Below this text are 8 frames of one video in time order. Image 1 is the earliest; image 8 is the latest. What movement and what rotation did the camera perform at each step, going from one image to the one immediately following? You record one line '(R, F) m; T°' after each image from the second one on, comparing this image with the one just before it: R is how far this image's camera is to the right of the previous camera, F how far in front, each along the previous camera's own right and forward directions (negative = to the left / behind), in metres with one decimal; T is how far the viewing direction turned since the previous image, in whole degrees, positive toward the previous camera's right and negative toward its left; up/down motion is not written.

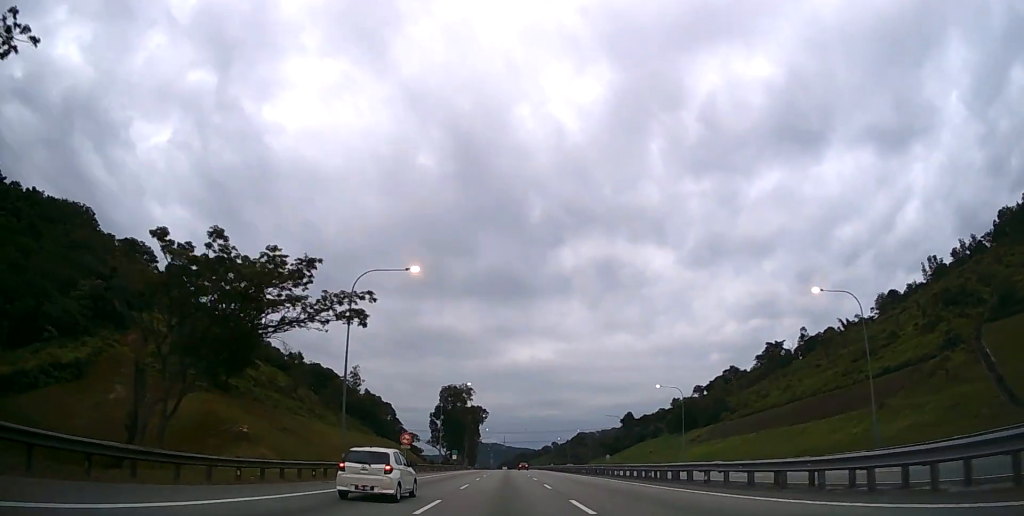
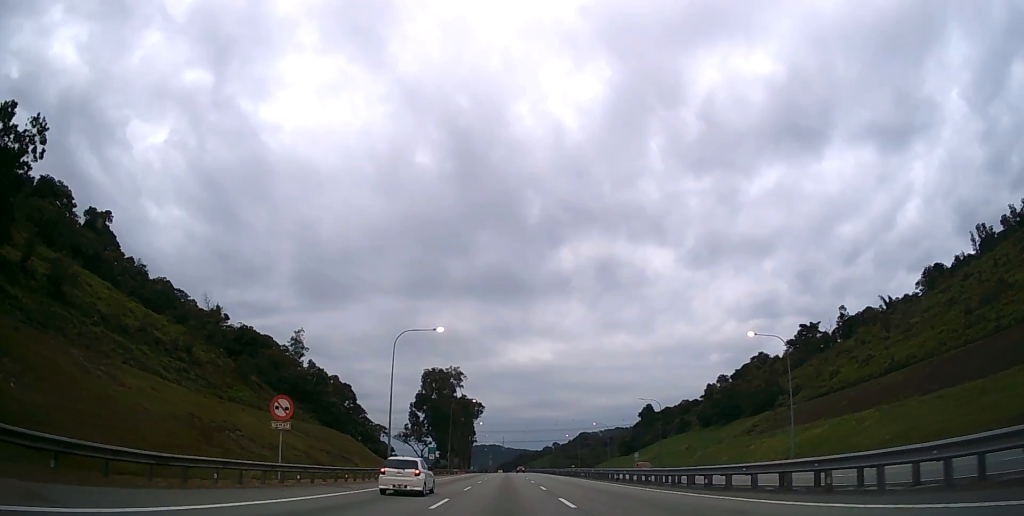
(0.0, +32.3) m; 0°
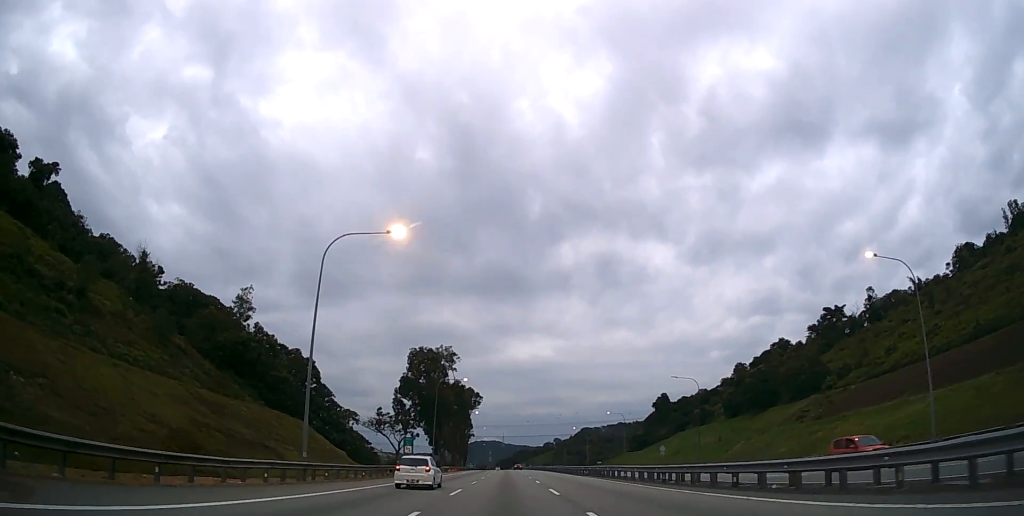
(0.0, +18.7) m; 0°
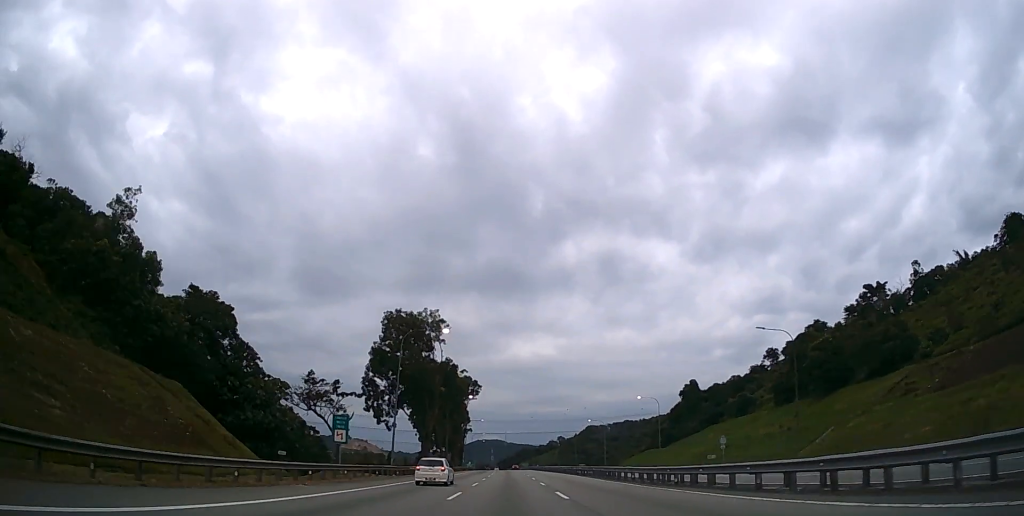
(0.0, +25.7) m; 0°
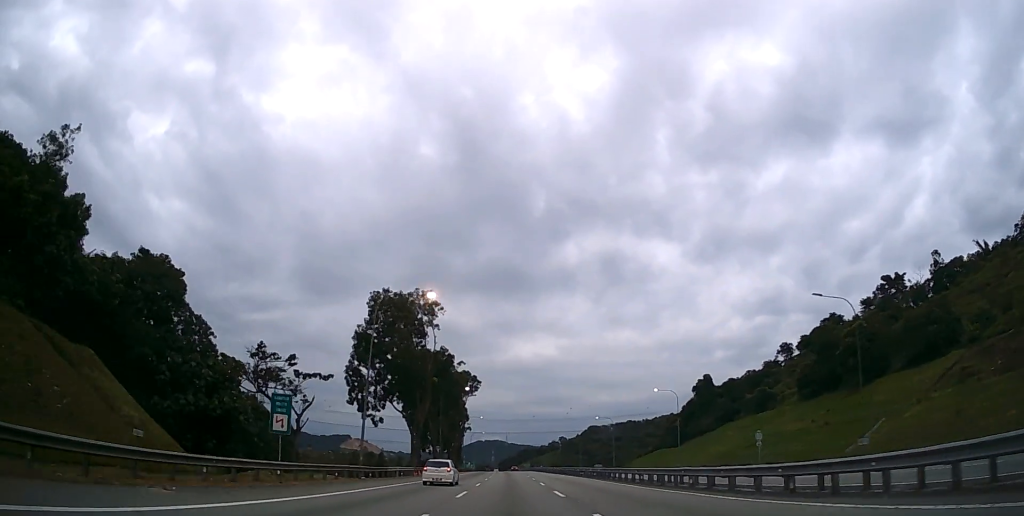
(0.0, +9.9) m; 0°
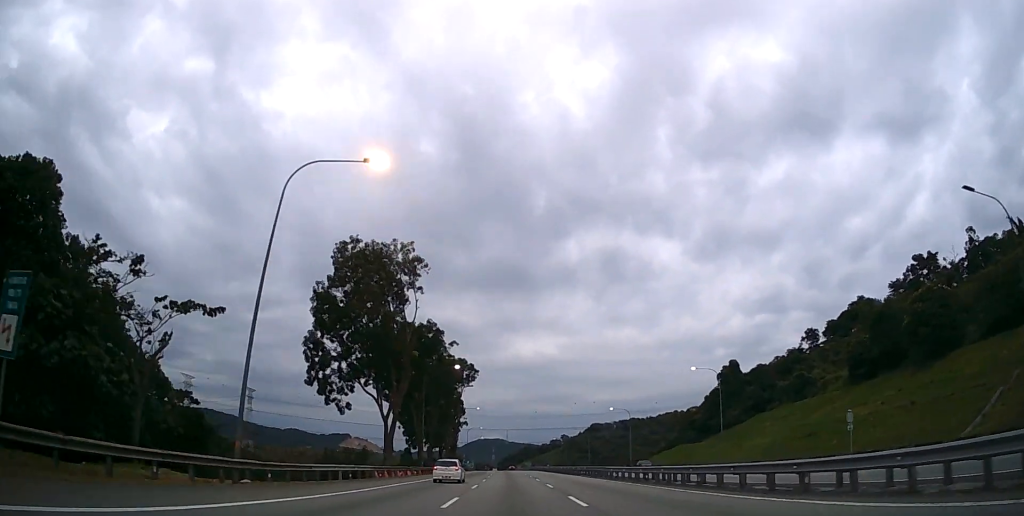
(0.0, +16.8) m; 0°
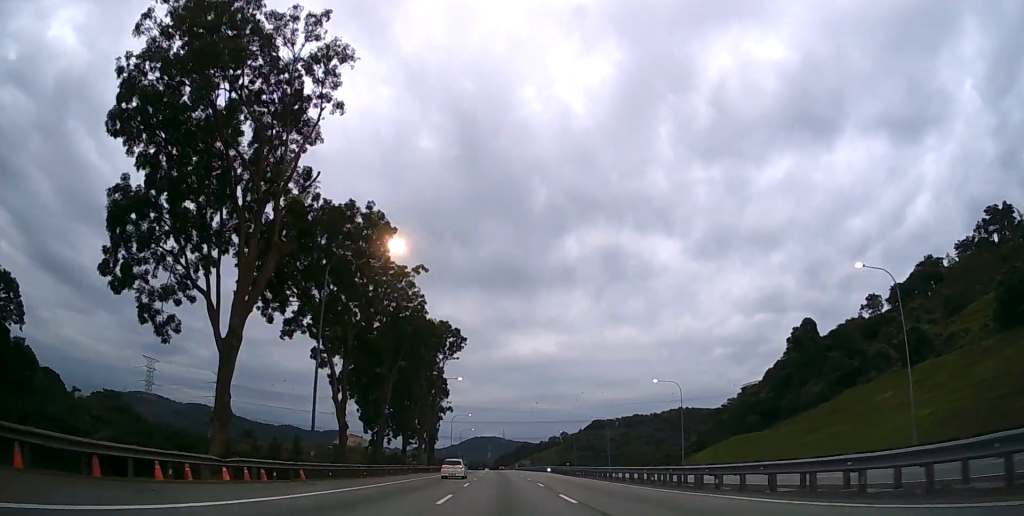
(-0.1, +34.6) m; 0°
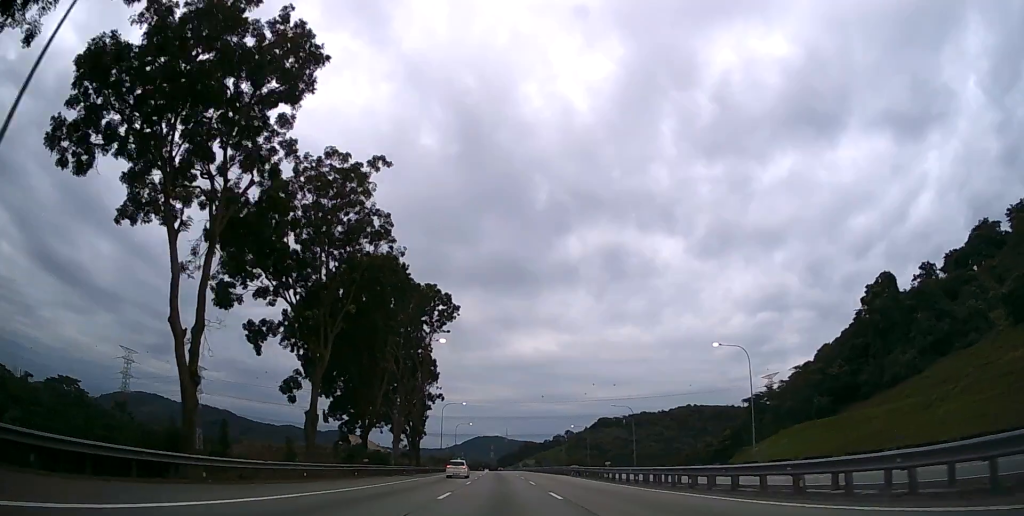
(0.0, +21.6) m; 0°
